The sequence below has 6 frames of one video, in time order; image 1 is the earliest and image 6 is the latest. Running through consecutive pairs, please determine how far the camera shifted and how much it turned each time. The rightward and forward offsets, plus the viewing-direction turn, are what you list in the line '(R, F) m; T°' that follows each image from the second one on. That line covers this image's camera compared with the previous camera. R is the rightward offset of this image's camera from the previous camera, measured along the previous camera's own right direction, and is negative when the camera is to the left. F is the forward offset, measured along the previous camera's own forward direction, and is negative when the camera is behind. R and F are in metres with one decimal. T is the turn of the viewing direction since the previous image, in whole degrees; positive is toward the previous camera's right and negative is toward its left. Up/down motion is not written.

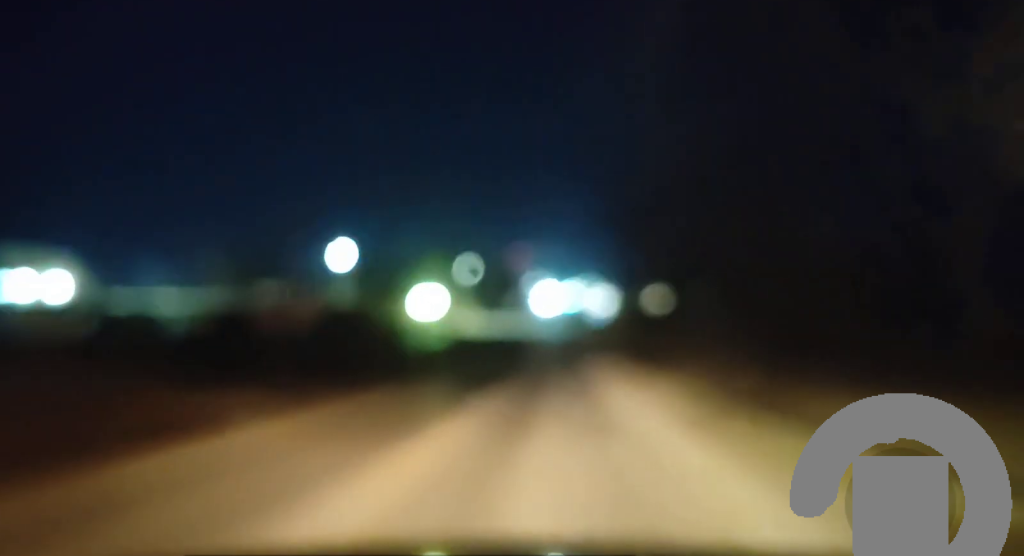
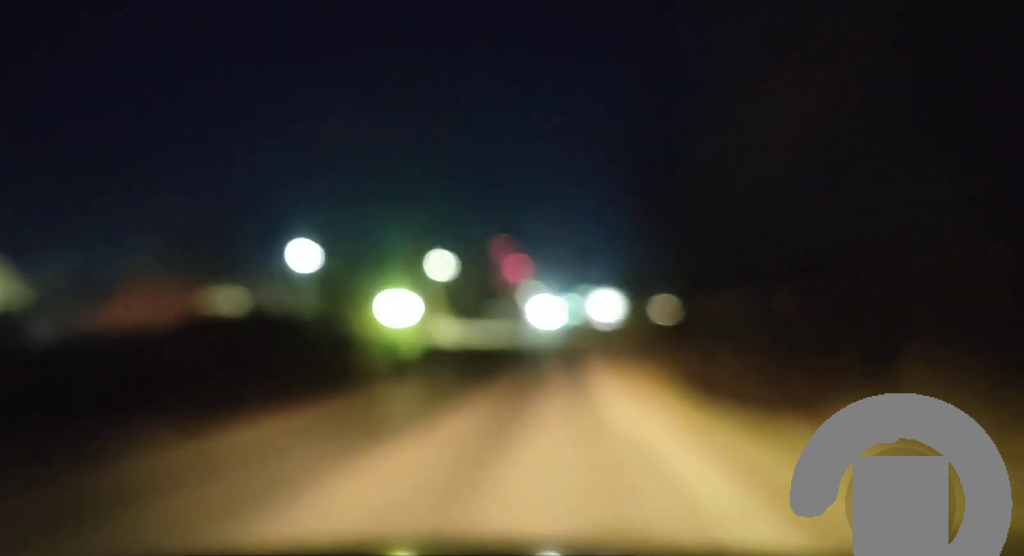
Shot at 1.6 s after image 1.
(0.0, +27.7) m; 0°
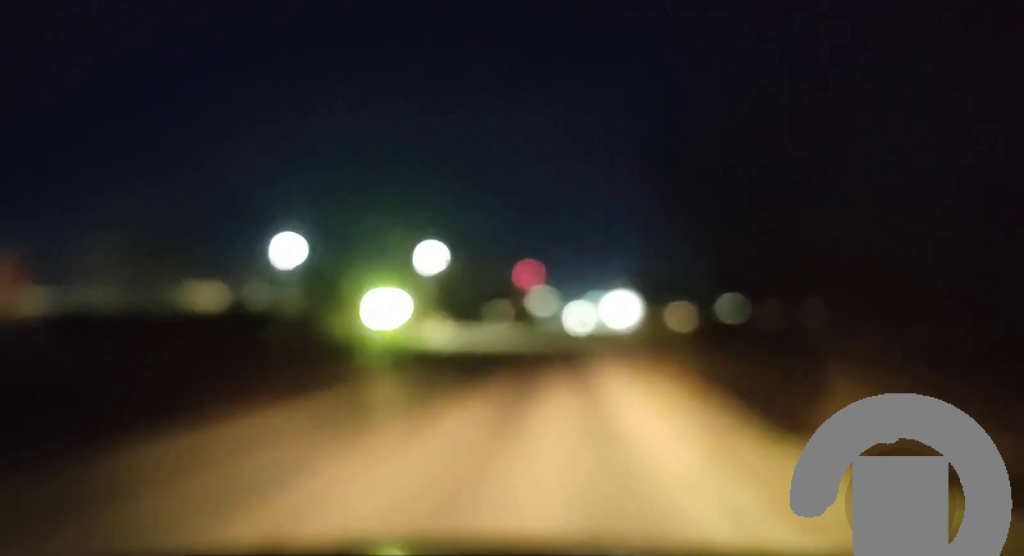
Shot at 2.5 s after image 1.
(0.0, +15.0) m; 0°
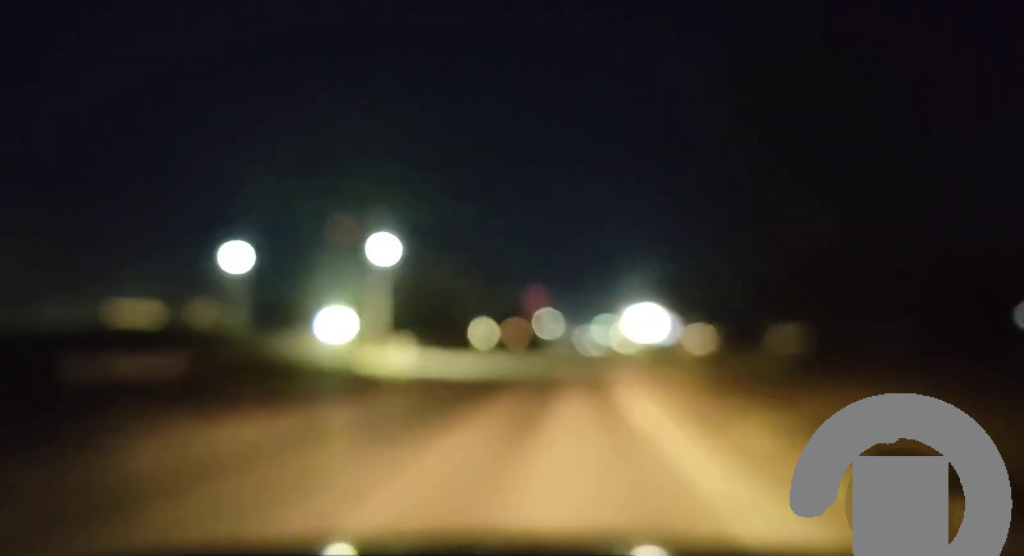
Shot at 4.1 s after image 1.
(0.0, +28.3) m; 0°
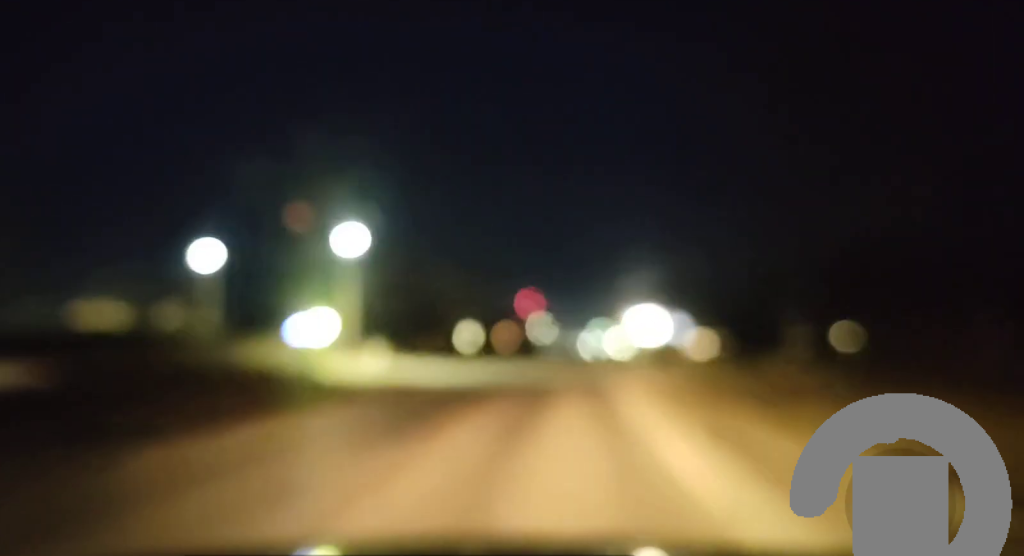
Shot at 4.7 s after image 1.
(0.0, +9.4) m; 0°
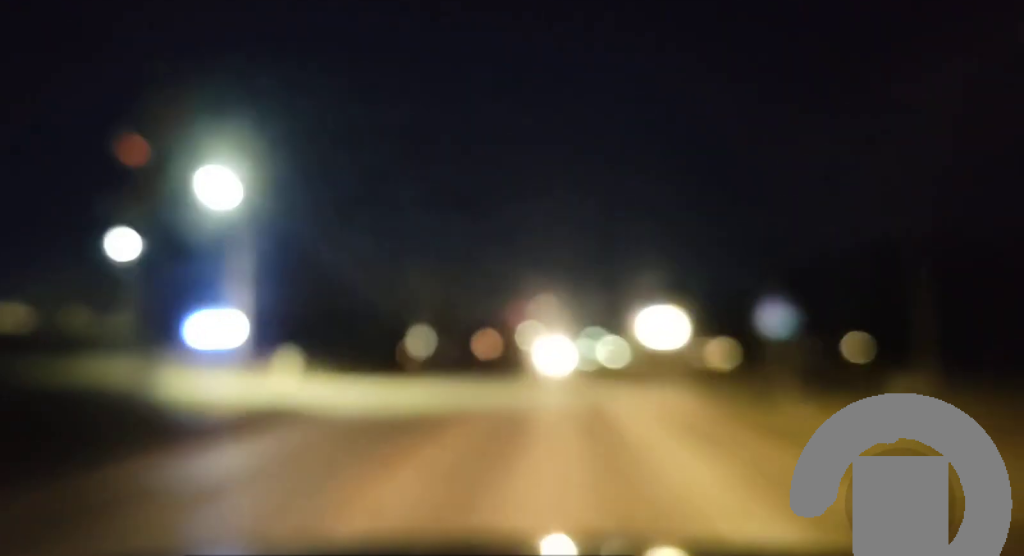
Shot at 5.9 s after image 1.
(0.0, +20.5) m; 0°
